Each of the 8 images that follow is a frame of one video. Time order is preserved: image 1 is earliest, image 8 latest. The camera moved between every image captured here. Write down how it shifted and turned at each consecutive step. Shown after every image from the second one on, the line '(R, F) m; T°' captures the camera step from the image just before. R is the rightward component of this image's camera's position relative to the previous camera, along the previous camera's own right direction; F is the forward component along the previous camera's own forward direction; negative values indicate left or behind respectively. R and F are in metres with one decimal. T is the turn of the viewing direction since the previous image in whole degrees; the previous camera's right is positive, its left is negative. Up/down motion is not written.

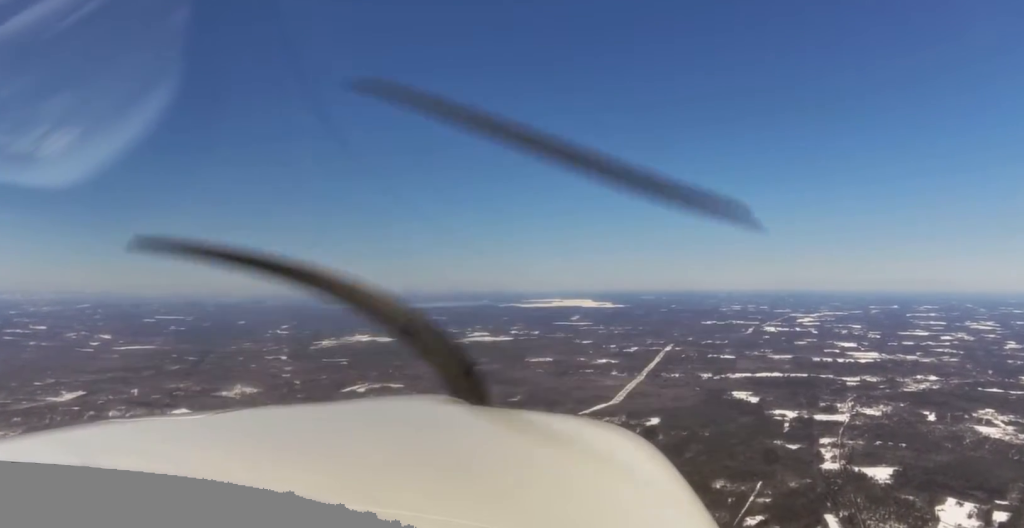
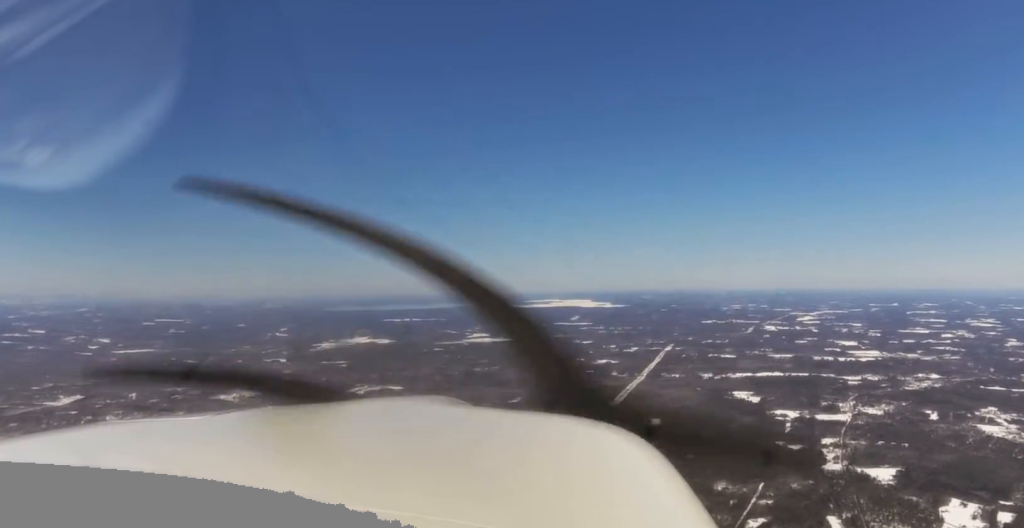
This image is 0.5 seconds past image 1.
(+0.2, +33.6) m; 0°
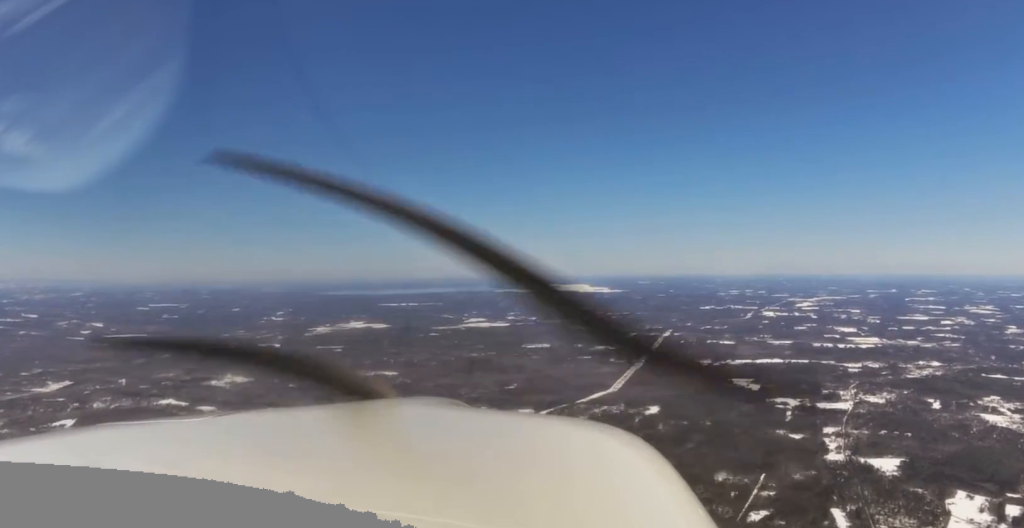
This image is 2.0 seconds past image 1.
(+1.0, +103.1) m; 0°
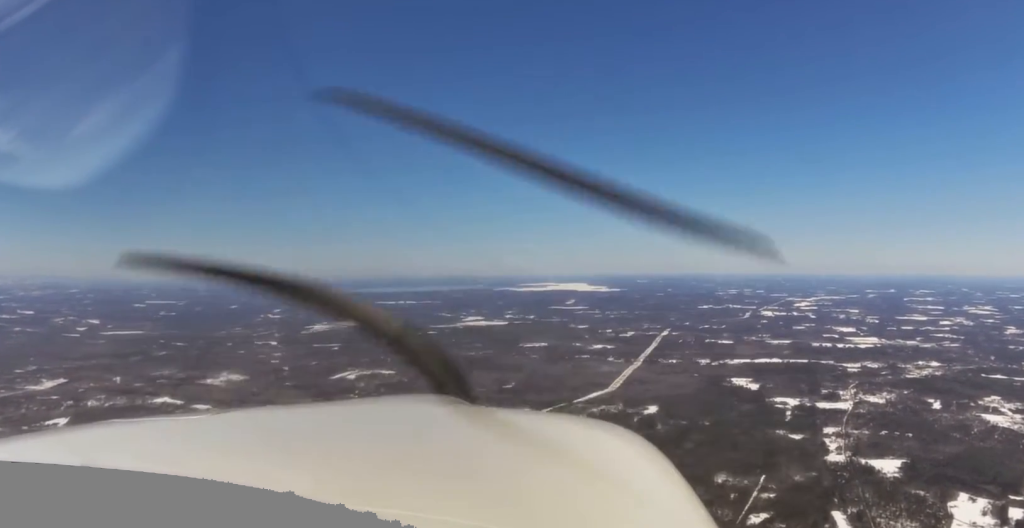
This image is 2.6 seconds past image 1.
(-0.1, +35.7) m; 0°
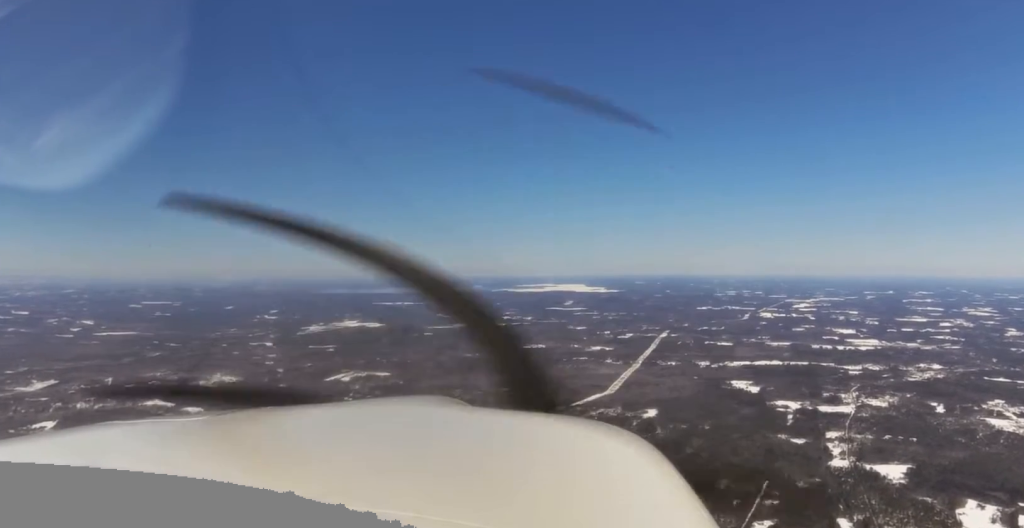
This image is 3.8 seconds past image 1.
(+0.7, +80.1) m; +1°
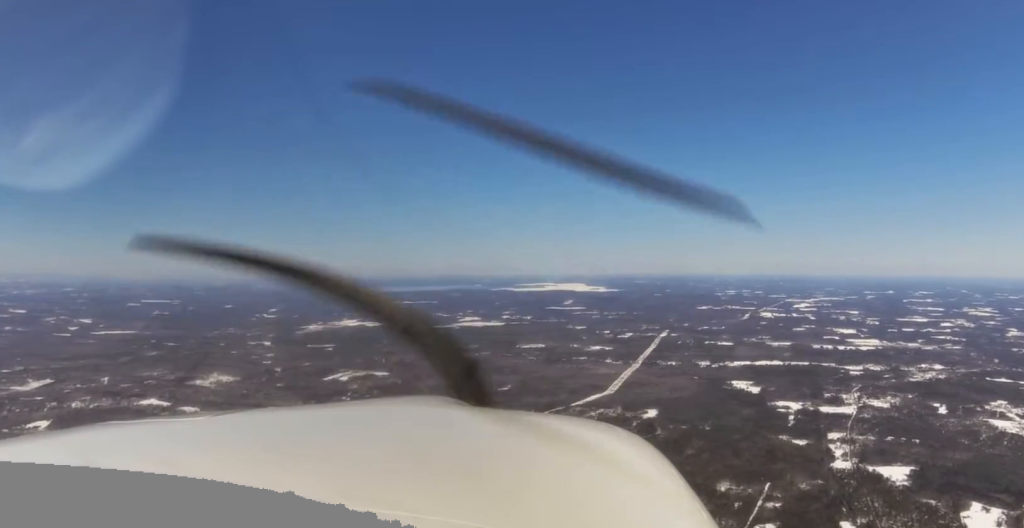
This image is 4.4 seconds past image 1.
(+0.2, +42.3) m; 0°
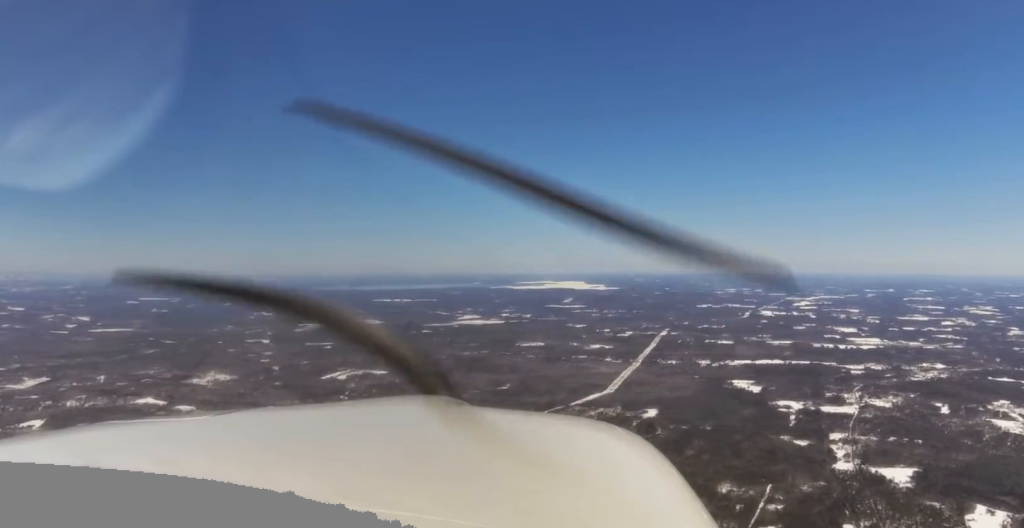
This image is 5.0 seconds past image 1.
(0.0, +42.3) m; 0°
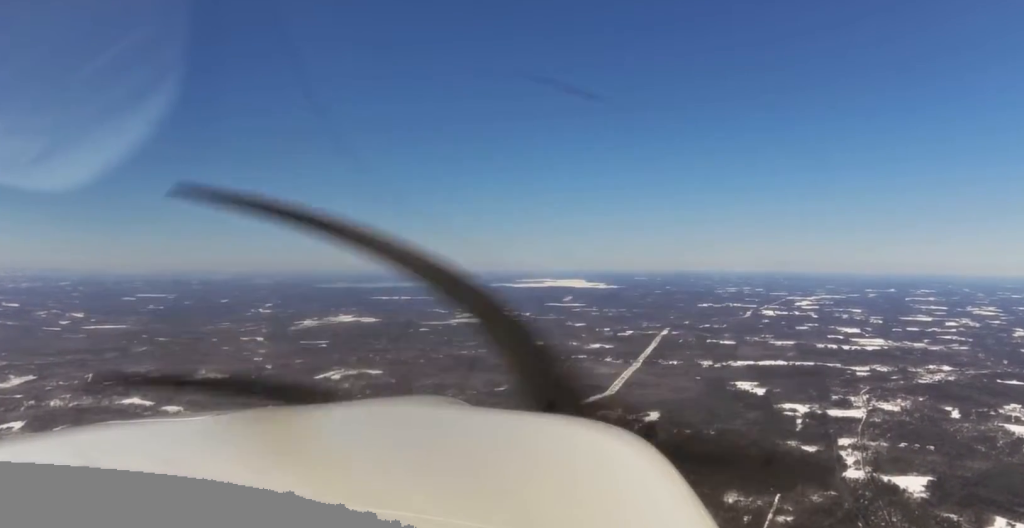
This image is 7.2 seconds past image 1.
(-1.2, +145.0) m; 0°
